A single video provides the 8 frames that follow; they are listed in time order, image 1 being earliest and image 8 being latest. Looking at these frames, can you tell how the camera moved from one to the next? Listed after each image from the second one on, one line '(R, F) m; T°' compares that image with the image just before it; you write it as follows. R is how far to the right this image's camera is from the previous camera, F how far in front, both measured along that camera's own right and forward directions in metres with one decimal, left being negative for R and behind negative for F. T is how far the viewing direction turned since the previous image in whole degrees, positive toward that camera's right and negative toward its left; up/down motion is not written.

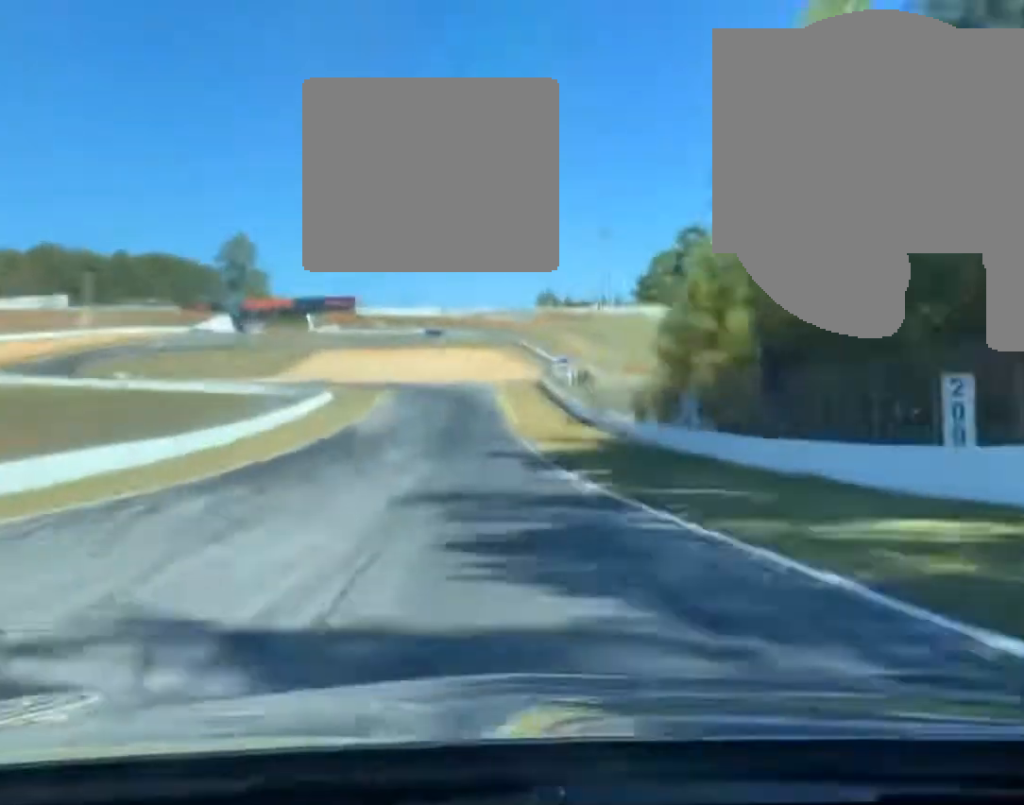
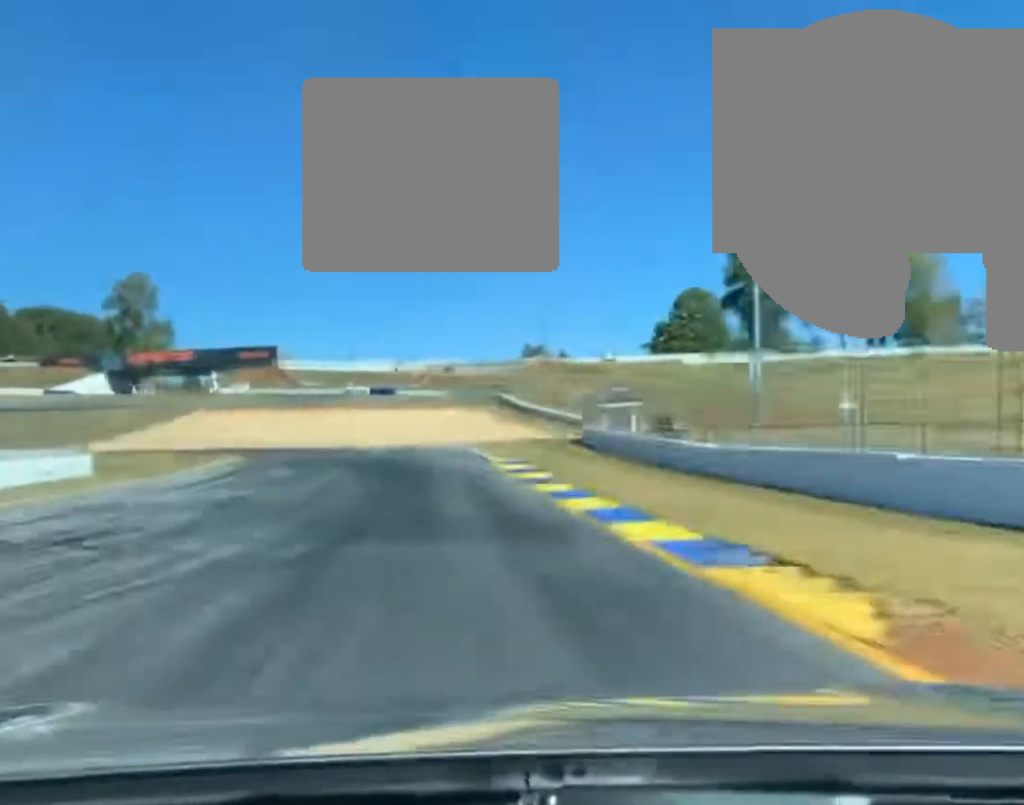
(+0.4, +81.1) m; 0°
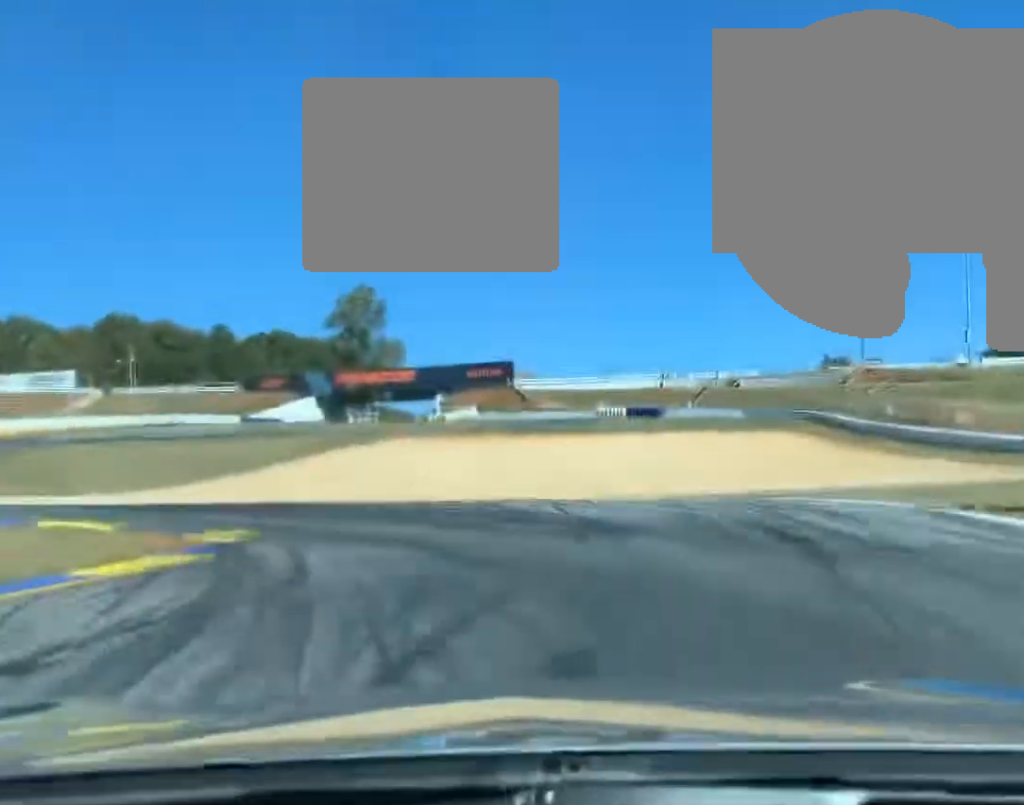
(-2.0, +53.8) m; -16°
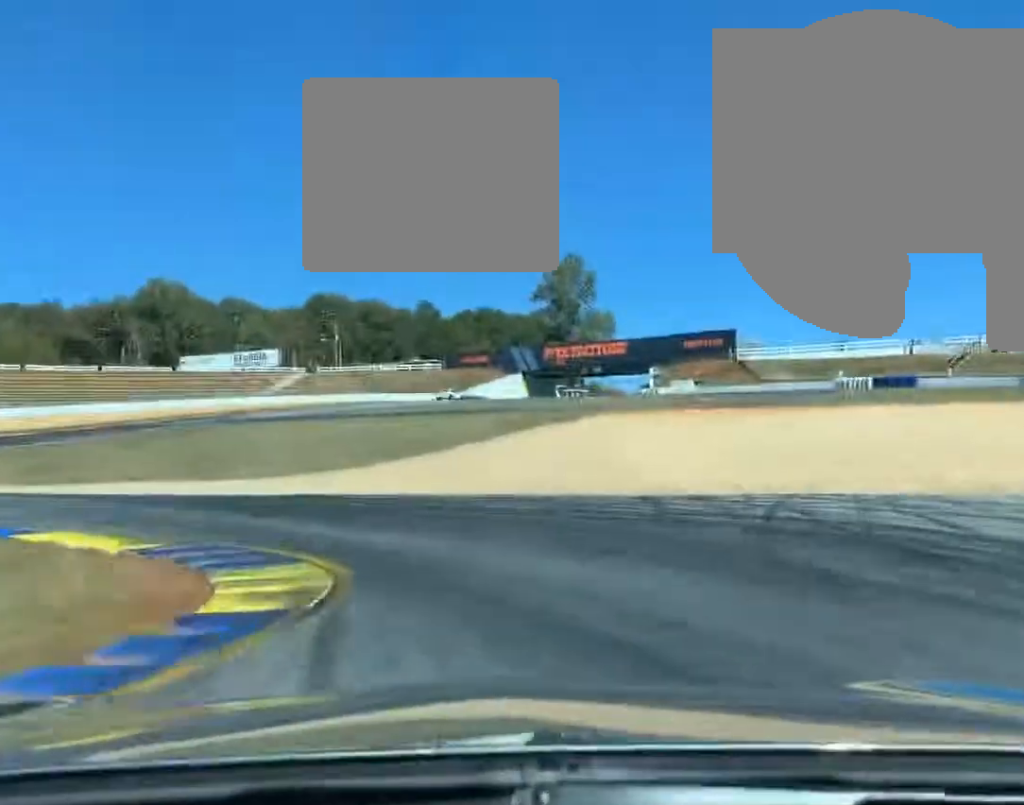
(-3.3, +13.6) m; -18°
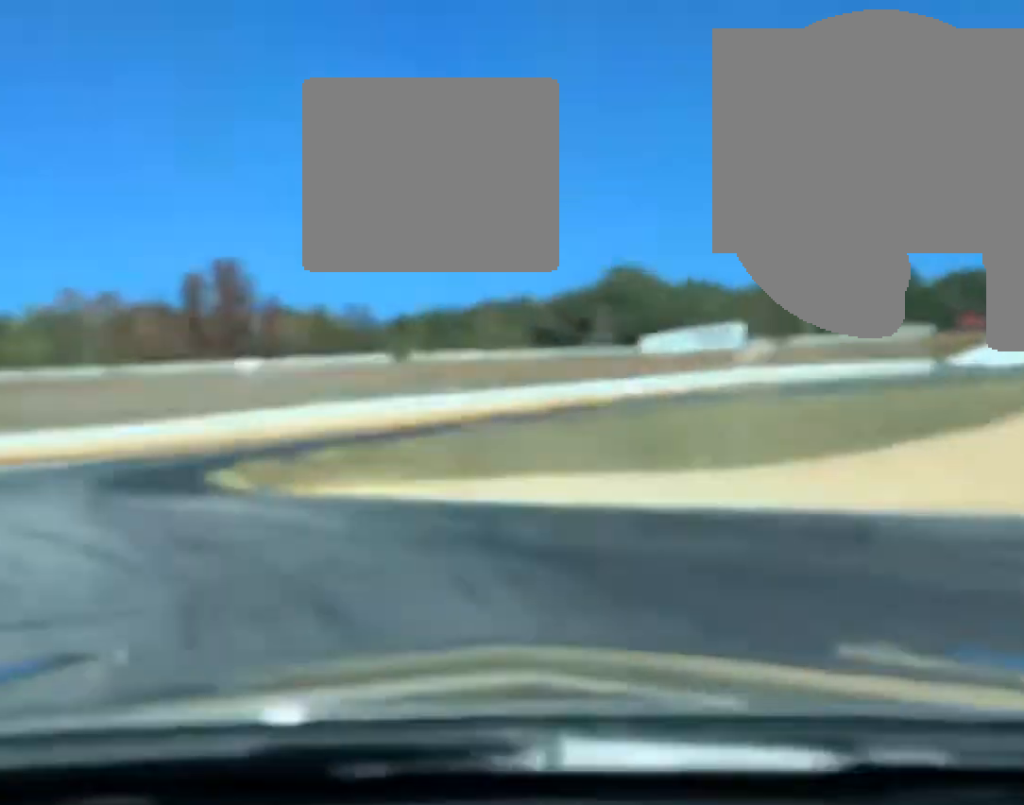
(-3.3, +16.7) m; -21°
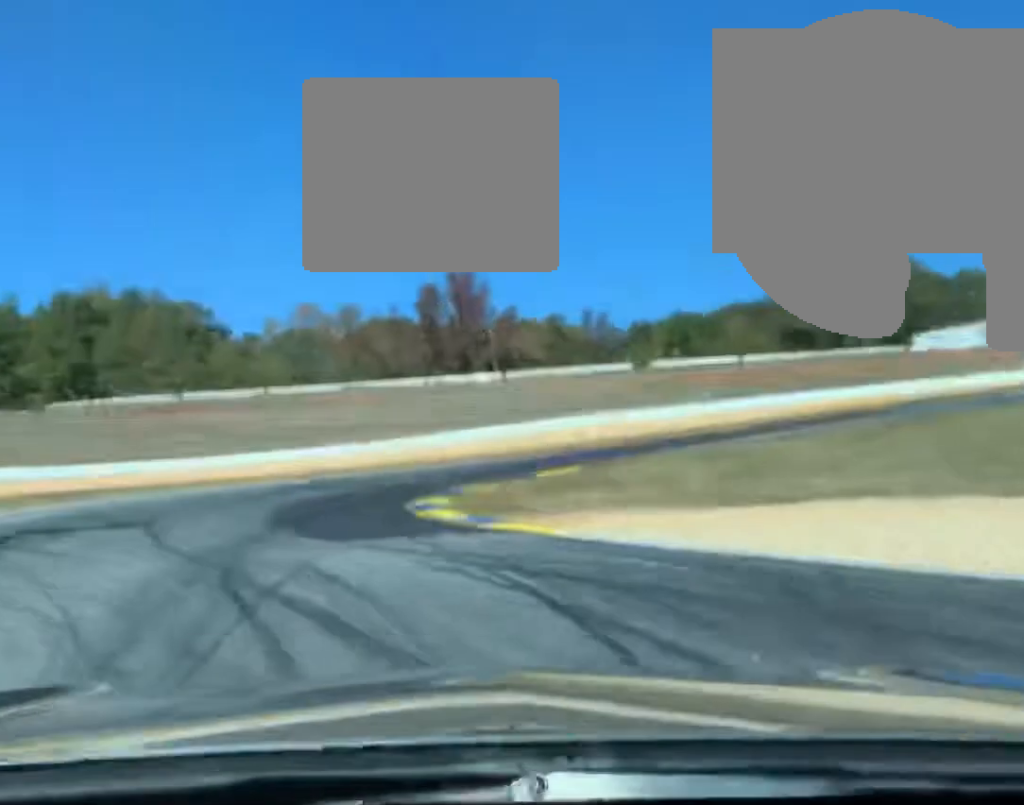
(-2.8, +10.6) m; -9°
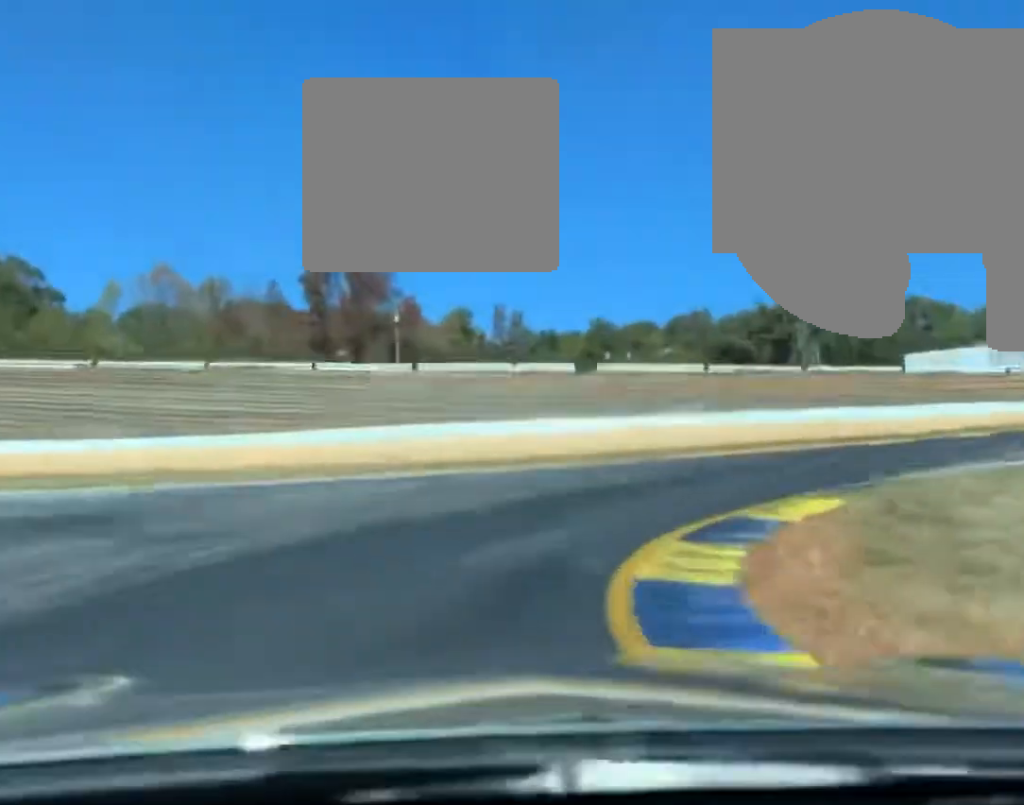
(+1.1, +32.6) m; +17°
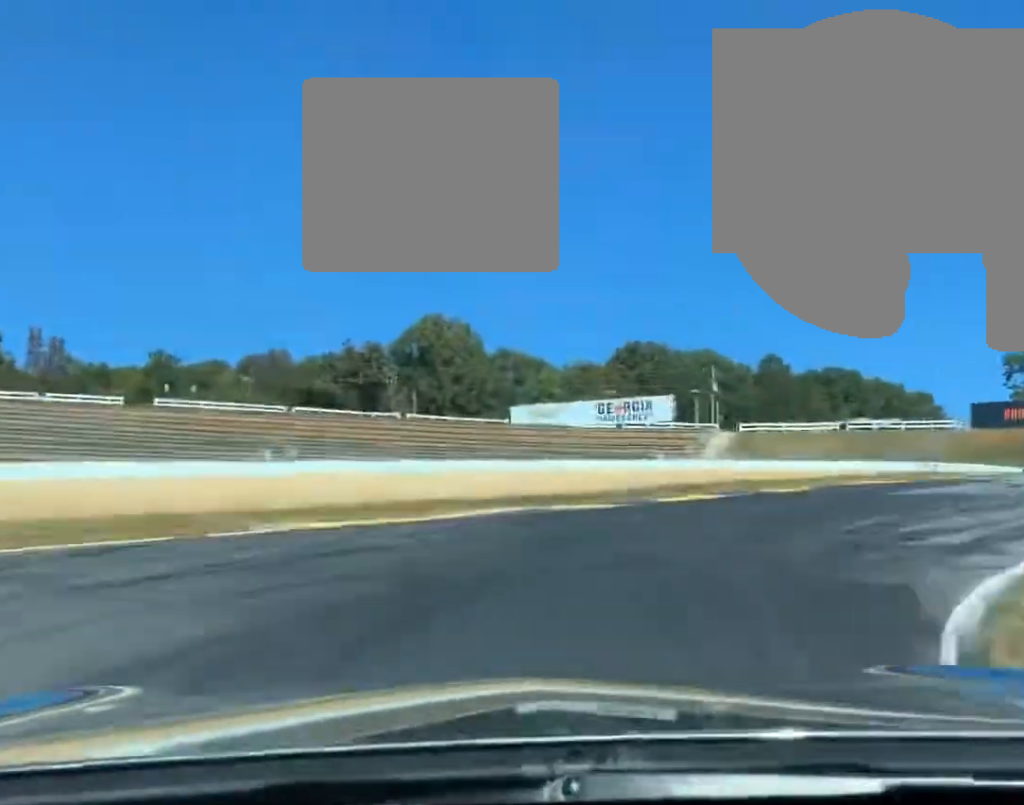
(+0.3, +16.6) m; +22°
